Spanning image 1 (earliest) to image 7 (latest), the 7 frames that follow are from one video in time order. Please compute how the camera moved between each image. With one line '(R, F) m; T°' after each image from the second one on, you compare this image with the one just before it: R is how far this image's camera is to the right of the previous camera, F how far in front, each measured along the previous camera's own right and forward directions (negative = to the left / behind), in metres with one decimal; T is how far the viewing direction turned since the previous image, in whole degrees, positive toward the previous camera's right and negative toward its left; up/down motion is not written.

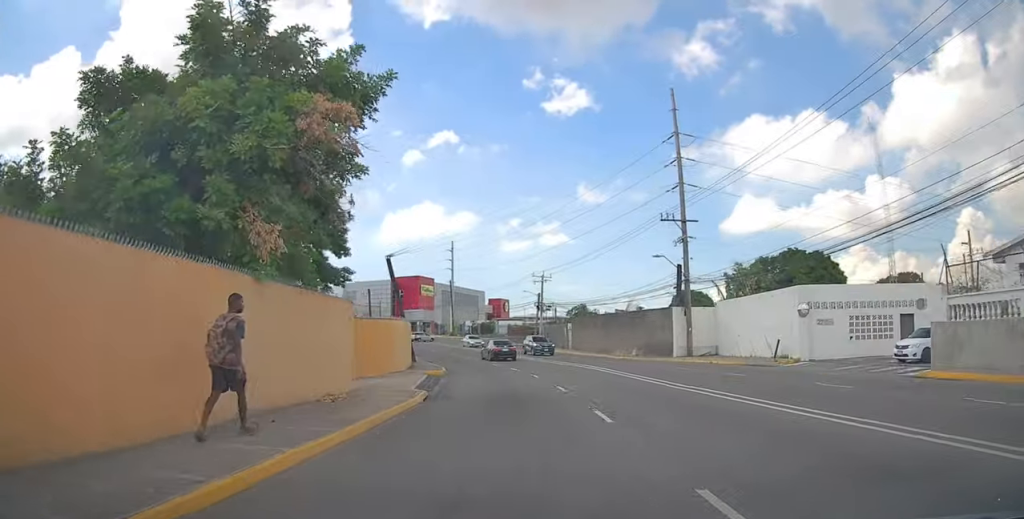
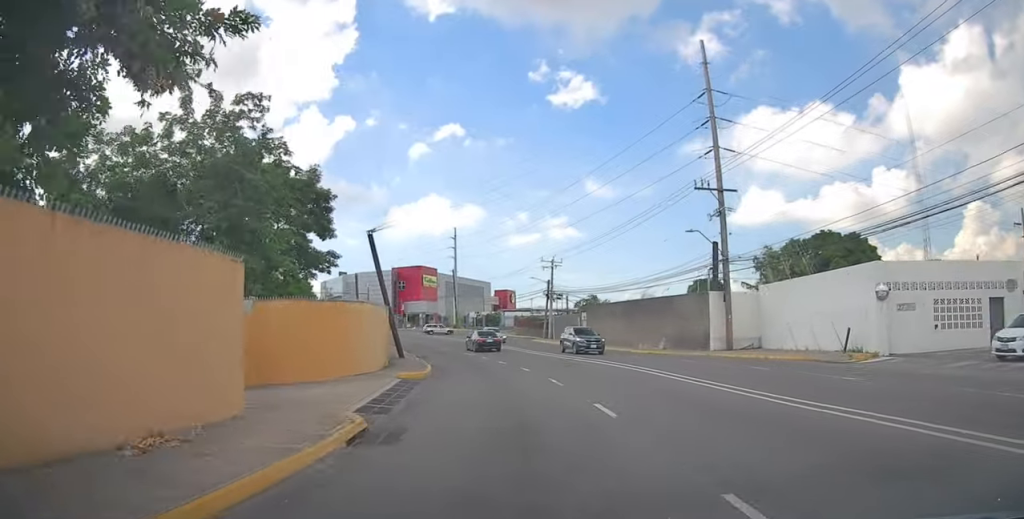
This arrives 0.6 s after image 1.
(+0.1, +6.6) m; -1°
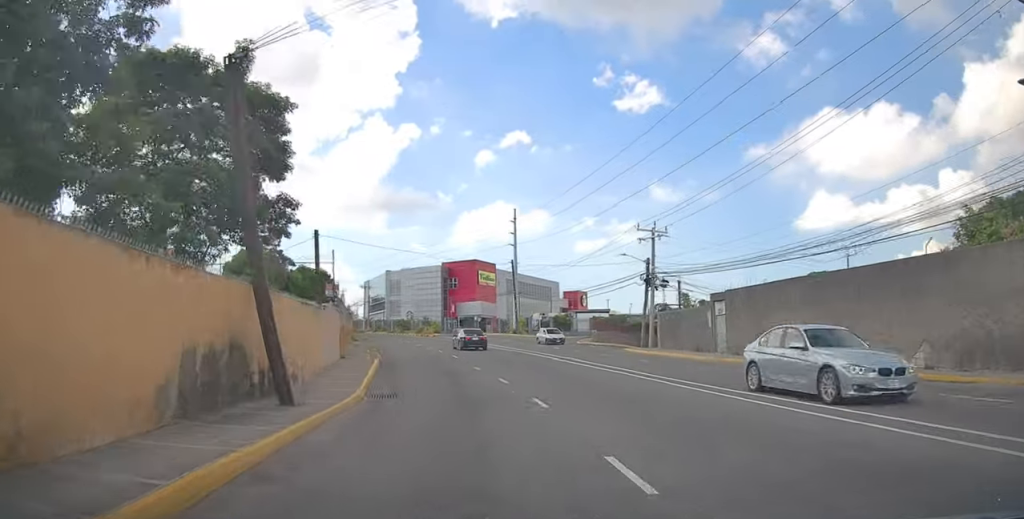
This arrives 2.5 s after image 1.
(-1.4, +21.9) m; -8°
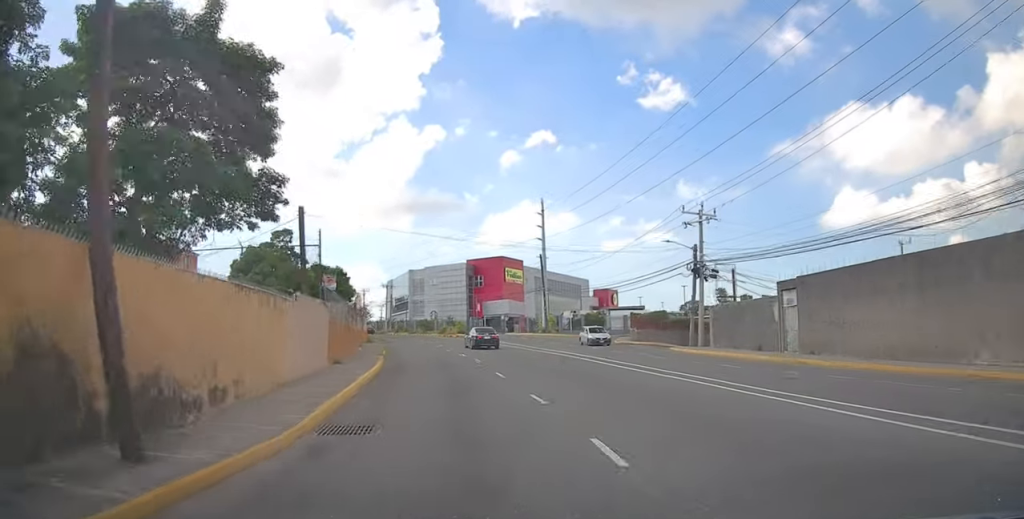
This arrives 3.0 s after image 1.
(-0.1, +5.1) m; -2°
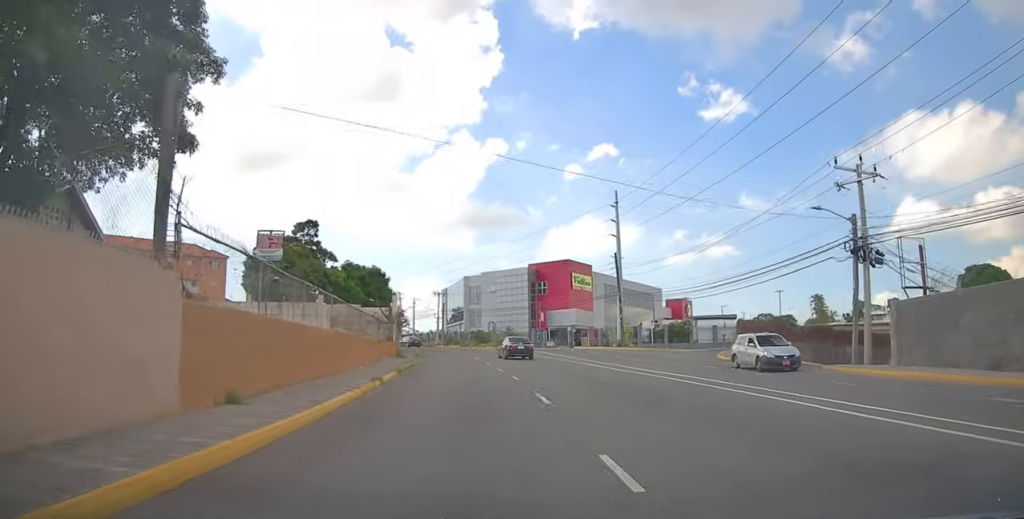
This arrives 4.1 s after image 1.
(-0.6, +12.3) m; -5°
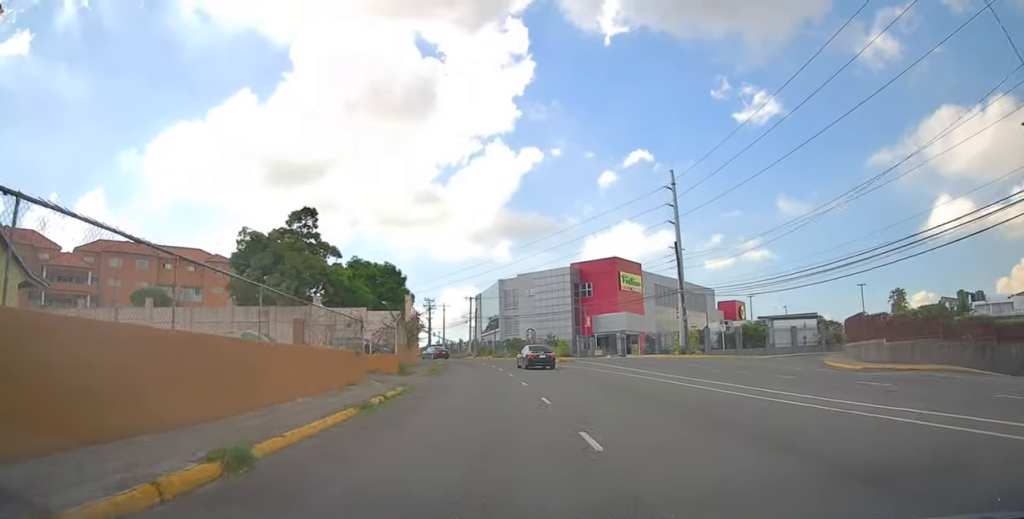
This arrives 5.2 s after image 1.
(-0.4, +10.9) m; -4°
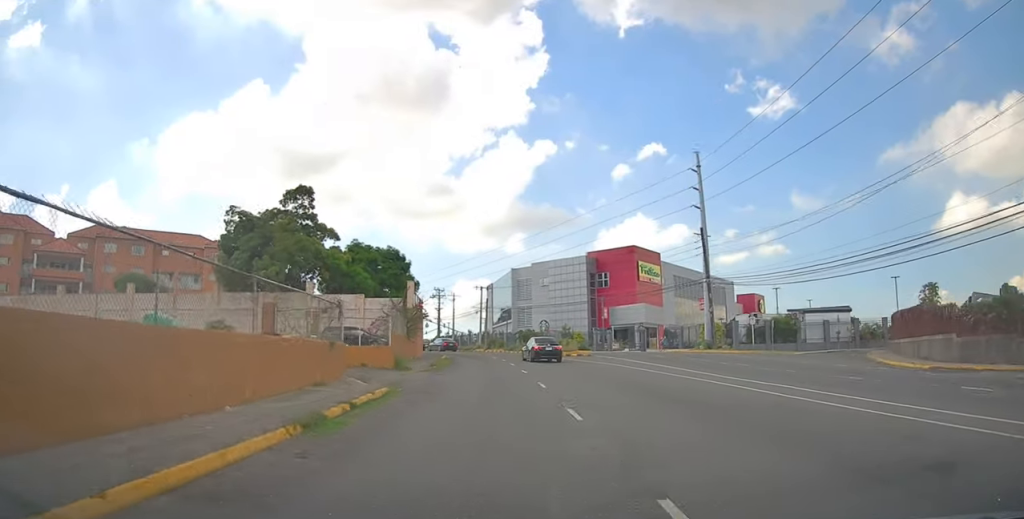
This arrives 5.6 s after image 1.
(-0.1, +4.1) m; -1°
